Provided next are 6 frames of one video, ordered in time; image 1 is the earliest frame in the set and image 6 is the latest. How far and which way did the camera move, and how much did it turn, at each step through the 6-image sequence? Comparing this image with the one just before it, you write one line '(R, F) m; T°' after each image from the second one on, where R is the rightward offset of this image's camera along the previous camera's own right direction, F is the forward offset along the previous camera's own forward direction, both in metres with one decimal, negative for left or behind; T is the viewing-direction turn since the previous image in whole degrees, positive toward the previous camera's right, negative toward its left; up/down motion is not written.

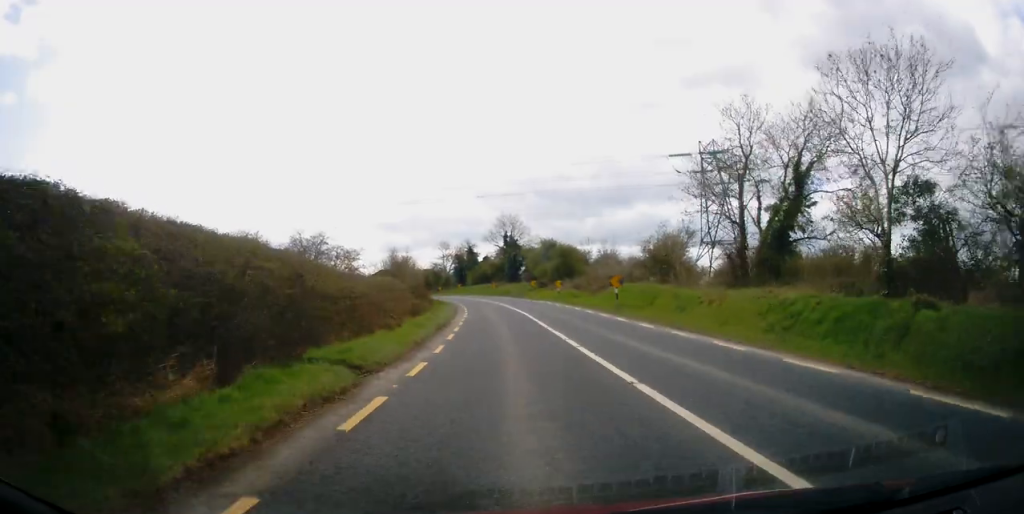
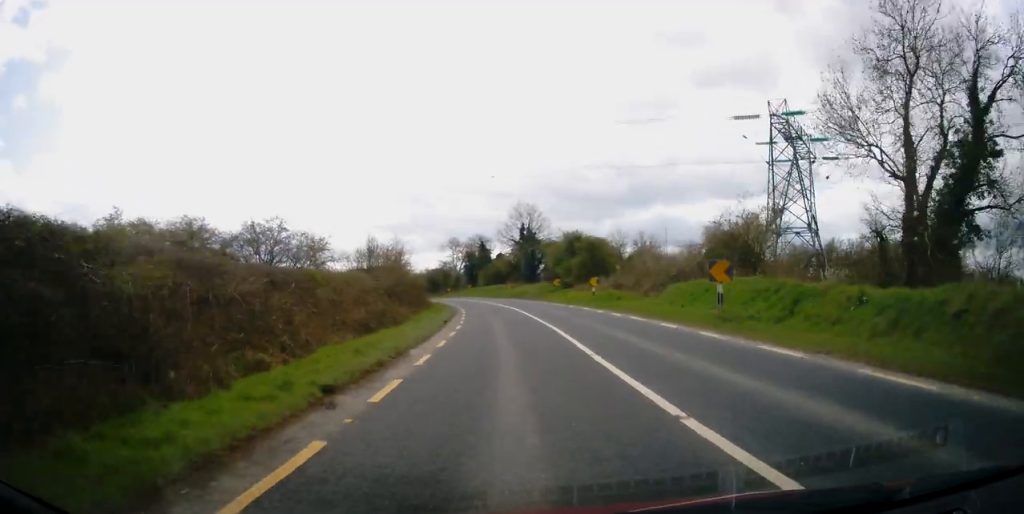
(+0.4, +14.9) m; -1°
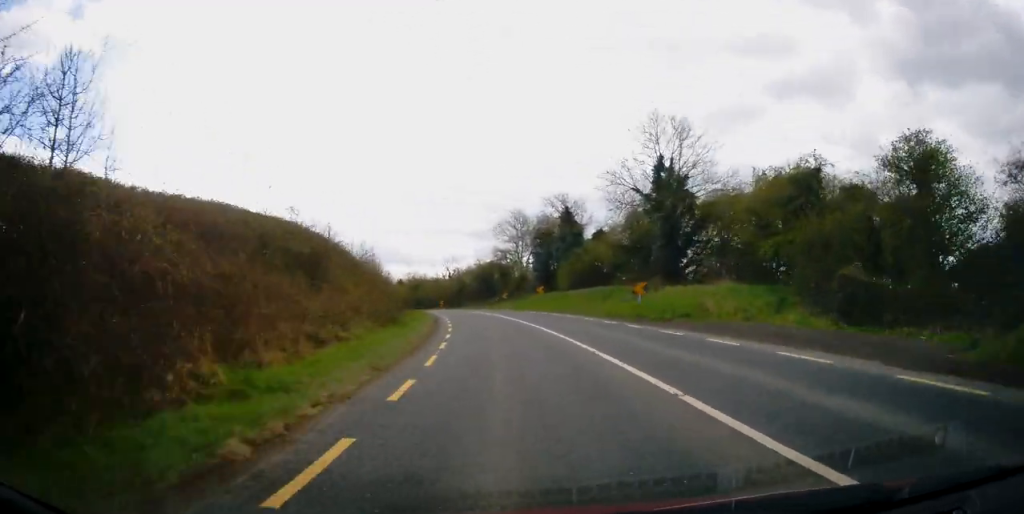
(-3.7, +53.7) m; -8°
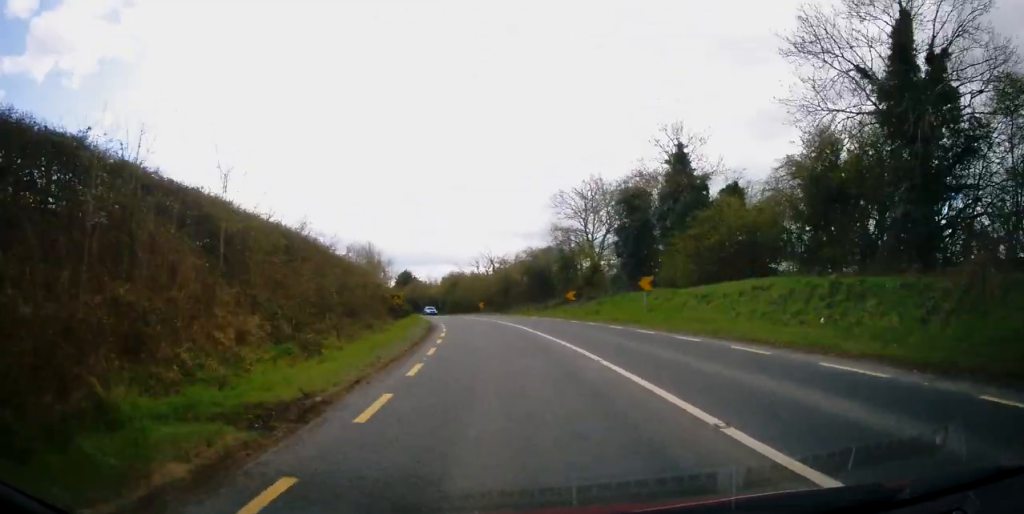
(-1.1, +26.2) m; -5°
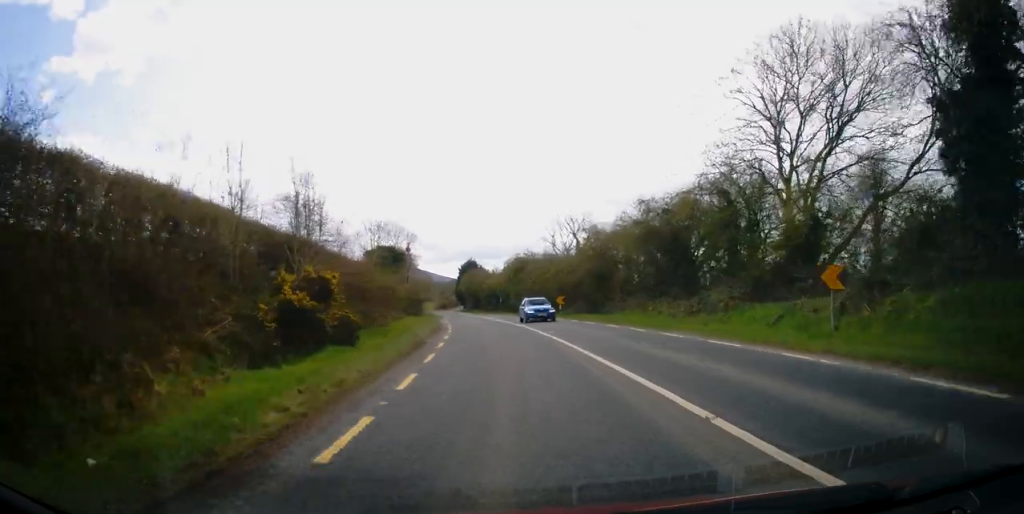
(-1.4, +30.4) m; -6°
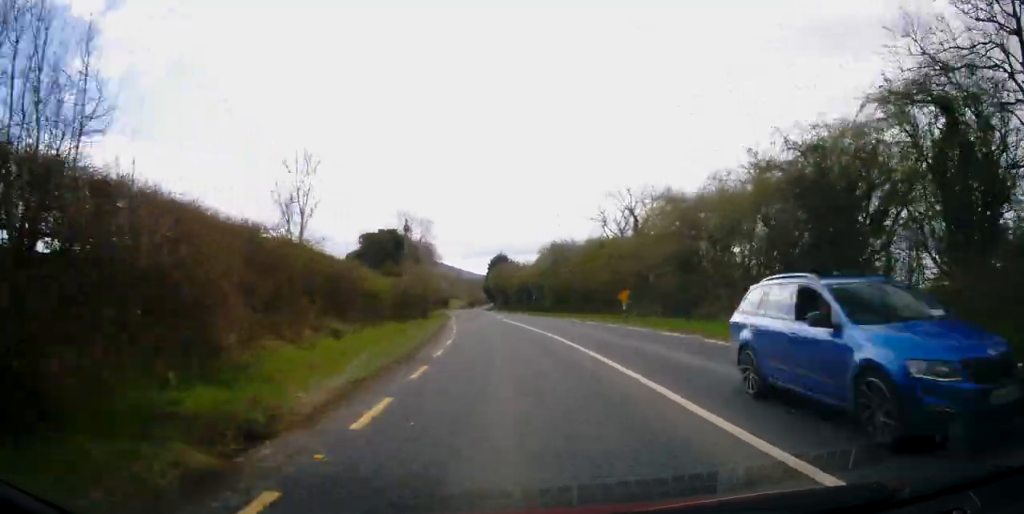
(-0.5, +15.0) m; -4°
